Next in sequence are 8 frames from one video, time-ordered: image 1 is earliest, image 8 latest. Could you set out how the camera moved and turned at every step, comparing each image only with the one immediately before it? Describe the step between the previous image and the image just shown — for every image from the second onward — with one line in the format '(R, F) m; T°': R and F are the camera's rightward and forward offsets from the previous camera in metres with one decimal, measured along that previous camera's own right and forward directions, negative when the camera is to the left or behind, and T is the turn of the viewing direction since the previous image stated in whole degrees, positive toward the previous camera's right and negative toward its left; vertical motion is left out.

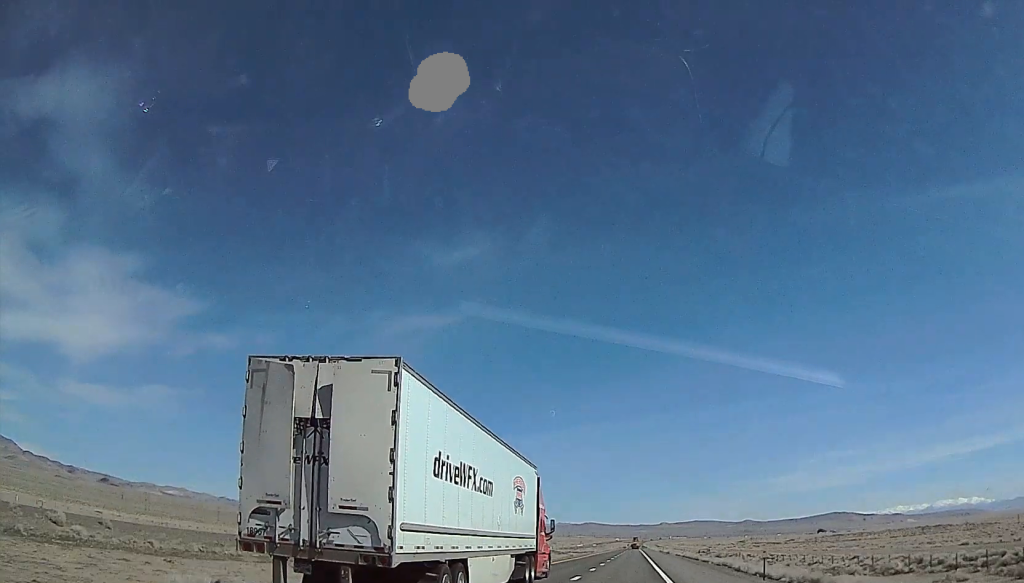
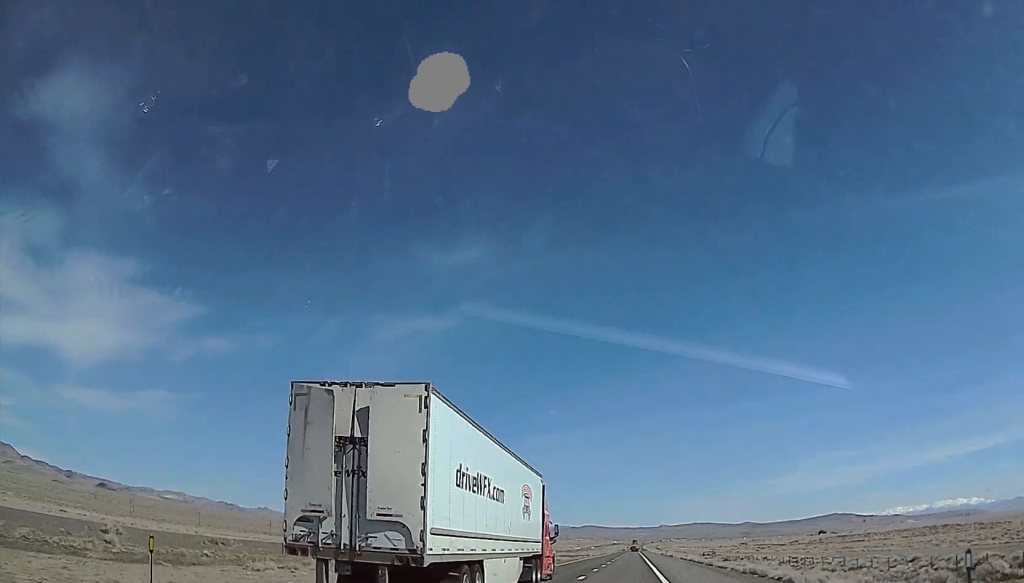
(-0.1, +20.2) m; 0°
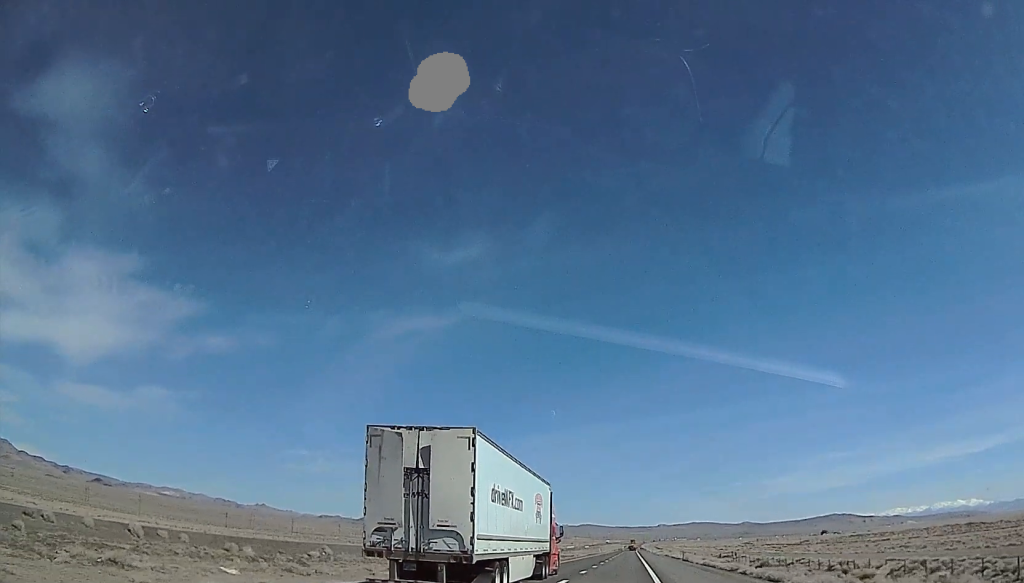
(-0.1, +54.8) m; 0°
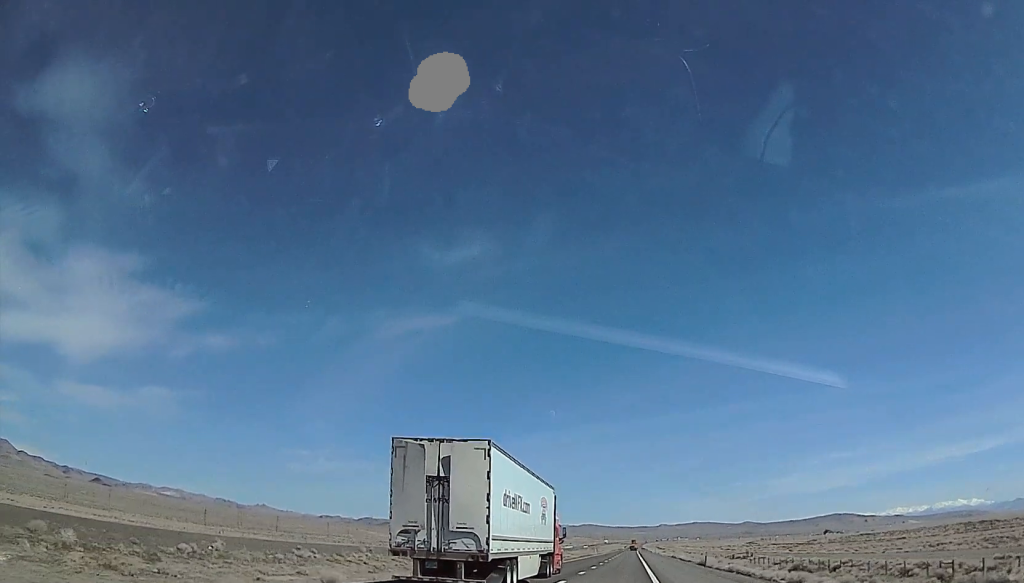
(+0.4, +25.0) m; 0°
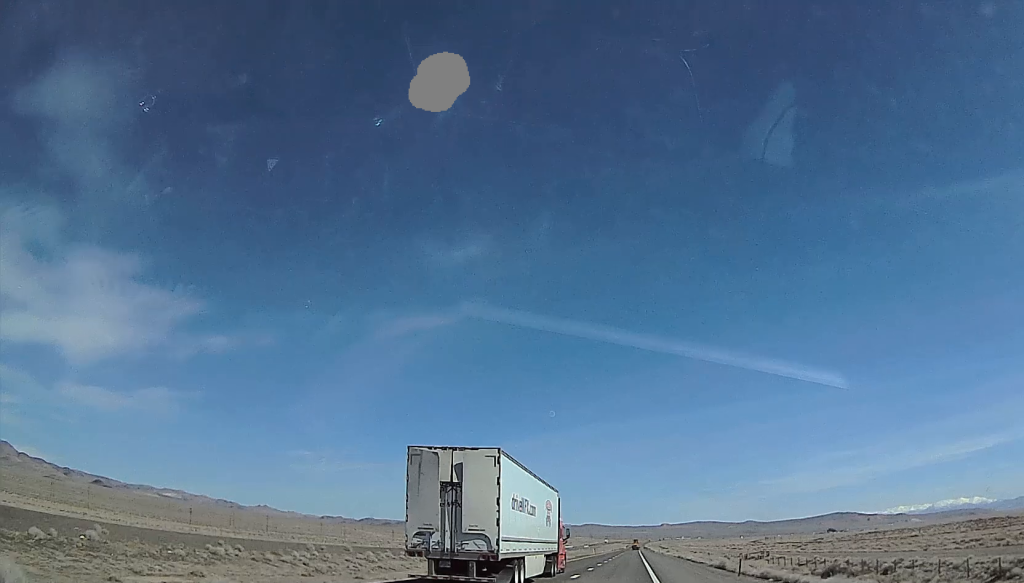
(-0.3, +17.4) m; -1°
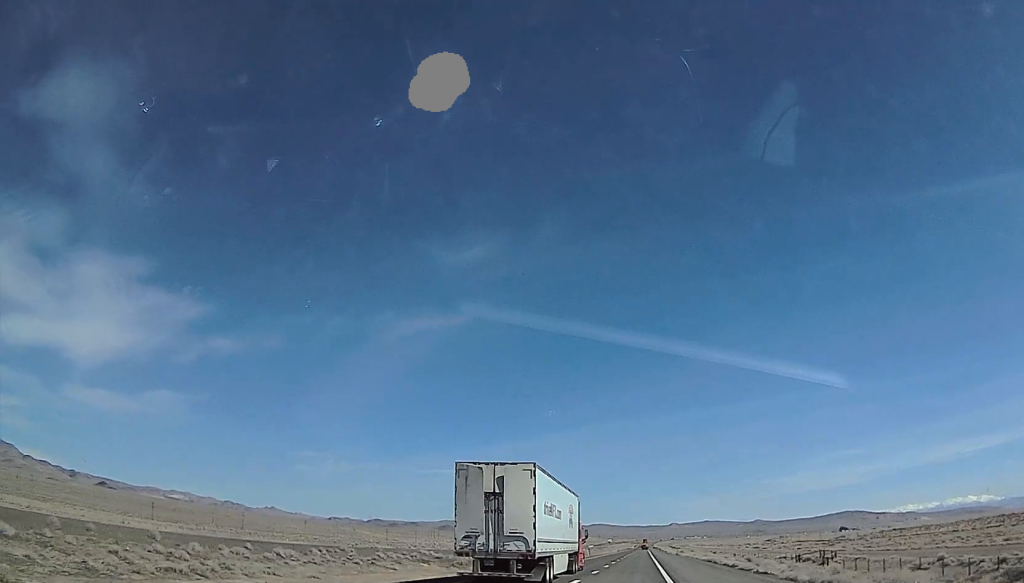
(-0.7, +43.5) m; -1°
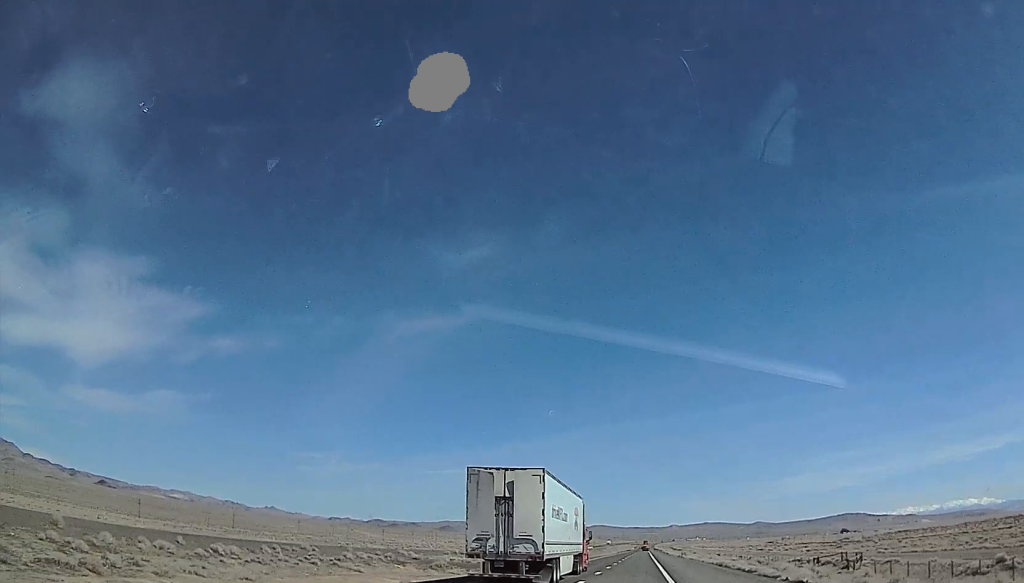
(0.0, +11.5) m; 0°
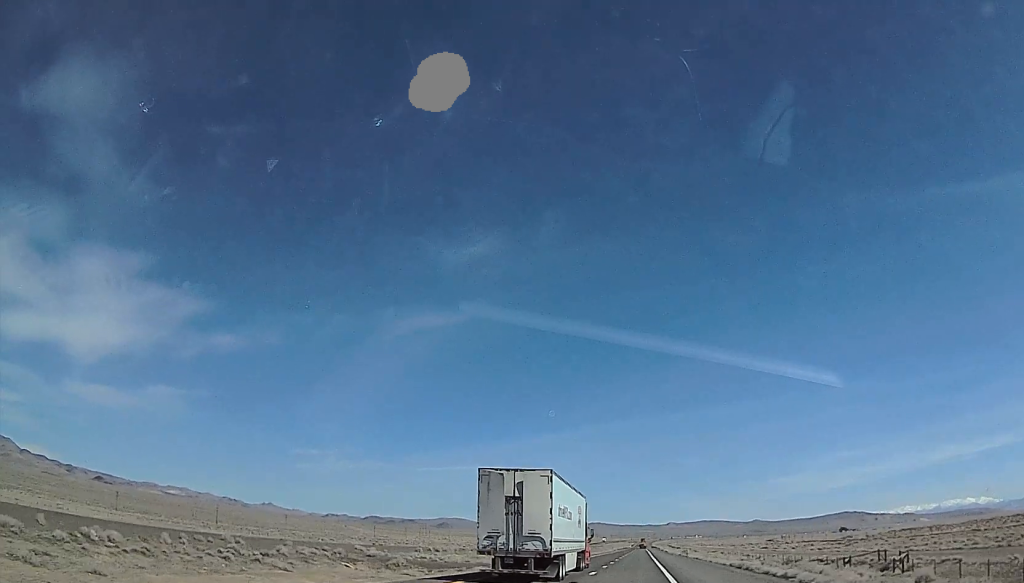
(0.0, +16.4) m; 0°
